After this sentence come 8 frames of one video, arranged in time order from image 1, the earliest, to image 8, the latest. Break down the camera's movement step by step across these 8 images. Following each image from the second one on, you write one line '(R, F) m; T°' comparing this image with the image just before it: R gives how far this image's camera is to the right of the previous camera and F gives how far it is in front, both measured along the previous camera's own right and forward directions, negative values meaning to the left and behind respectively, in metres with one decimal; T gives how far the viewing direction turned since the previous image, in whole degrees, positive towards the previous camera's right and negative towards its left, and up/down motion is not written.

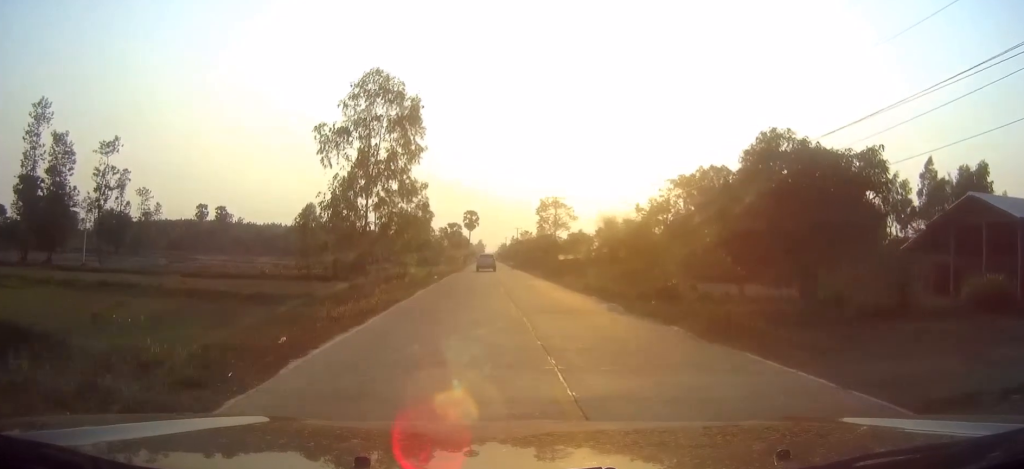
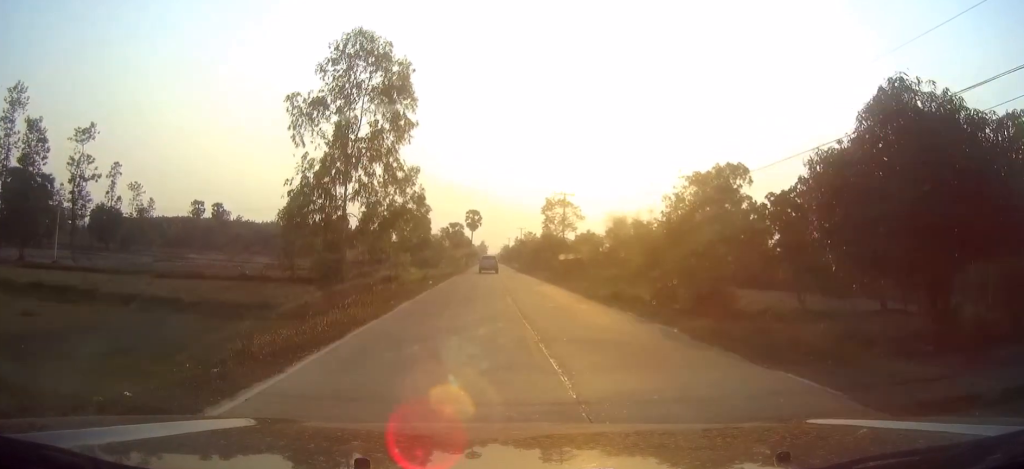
(0.0, +6.6) m; 0°
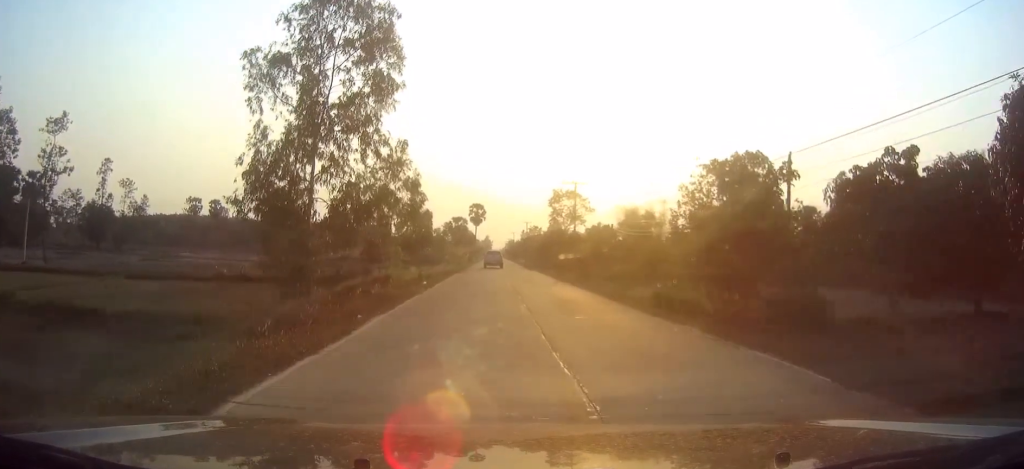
(-0.1, +6.2) m; 0°
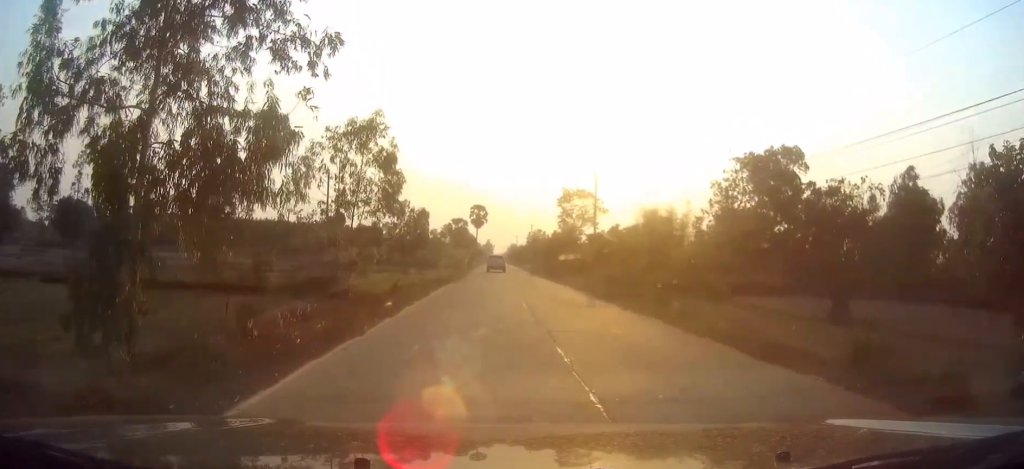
(0.0, +12.1) m; 0°
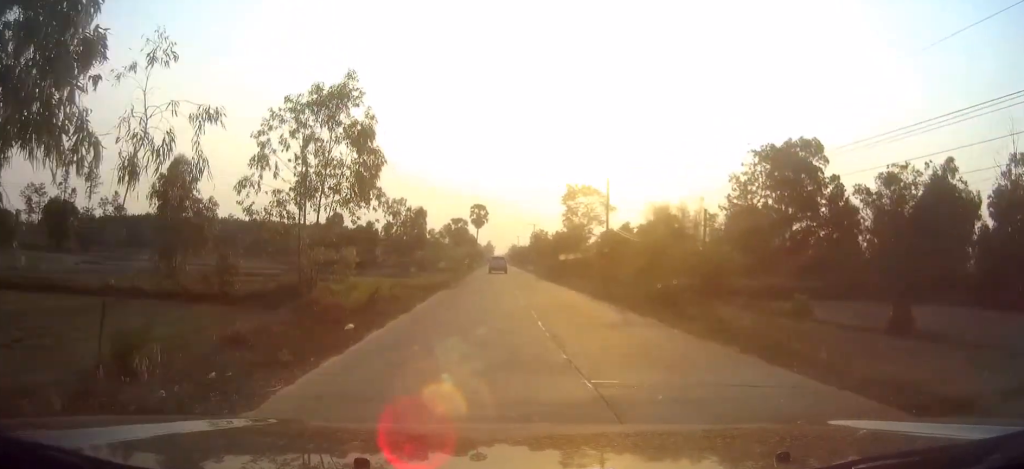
(0.0, +6.3) m; 0°
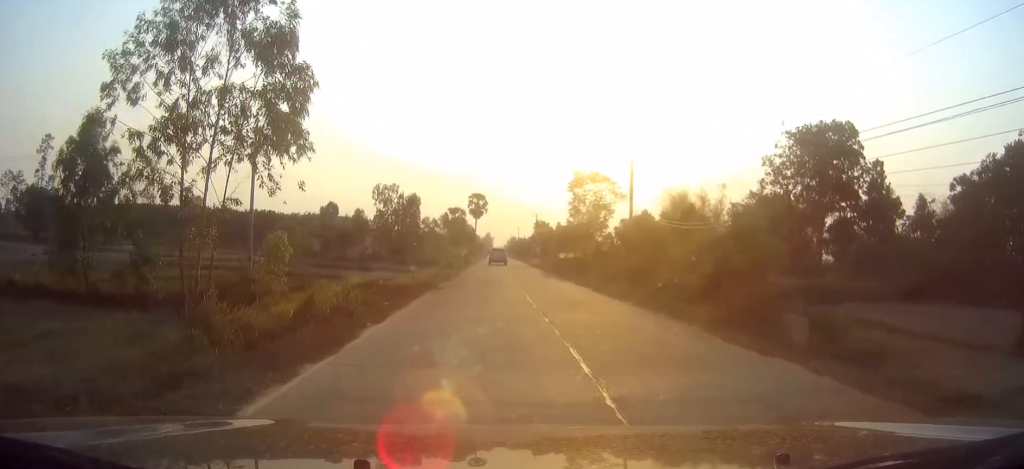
(0.0, +9.4) m; 0°
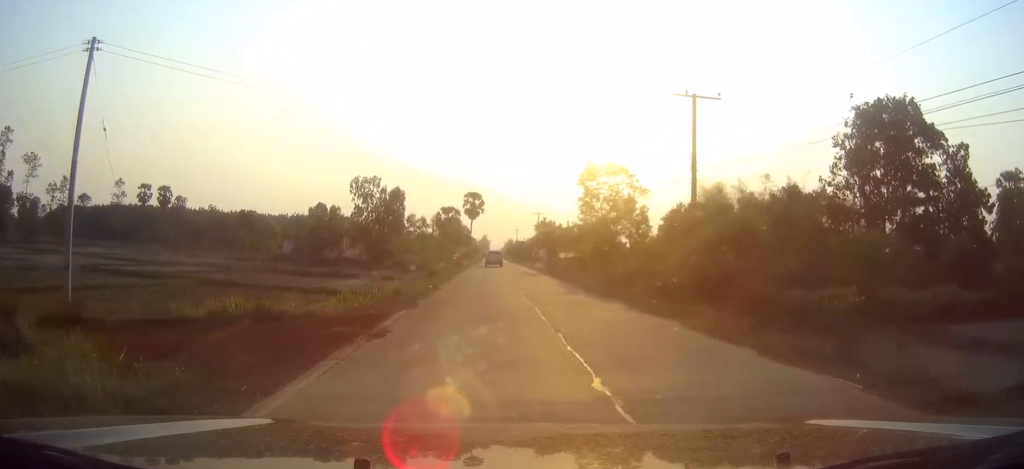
(+0.1, +15.0) m; +1°
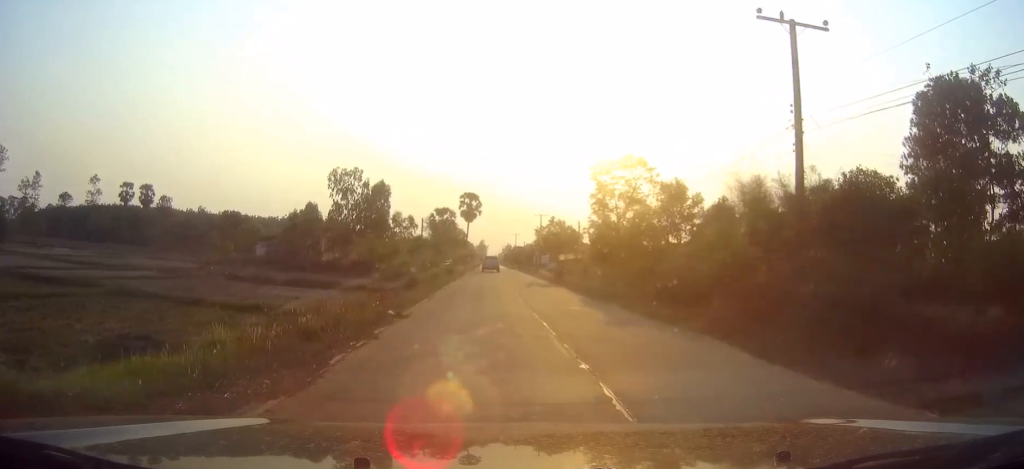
(+0.1, +11.9) m; 0°
